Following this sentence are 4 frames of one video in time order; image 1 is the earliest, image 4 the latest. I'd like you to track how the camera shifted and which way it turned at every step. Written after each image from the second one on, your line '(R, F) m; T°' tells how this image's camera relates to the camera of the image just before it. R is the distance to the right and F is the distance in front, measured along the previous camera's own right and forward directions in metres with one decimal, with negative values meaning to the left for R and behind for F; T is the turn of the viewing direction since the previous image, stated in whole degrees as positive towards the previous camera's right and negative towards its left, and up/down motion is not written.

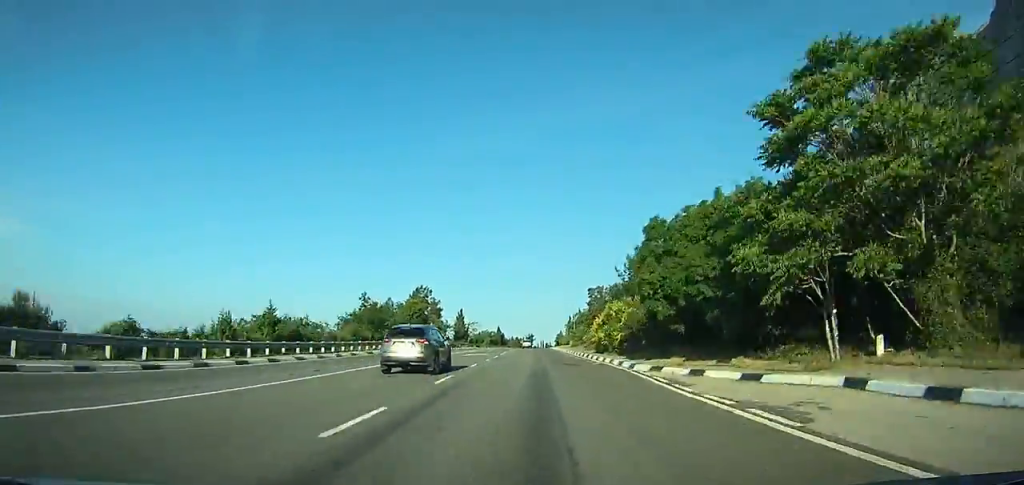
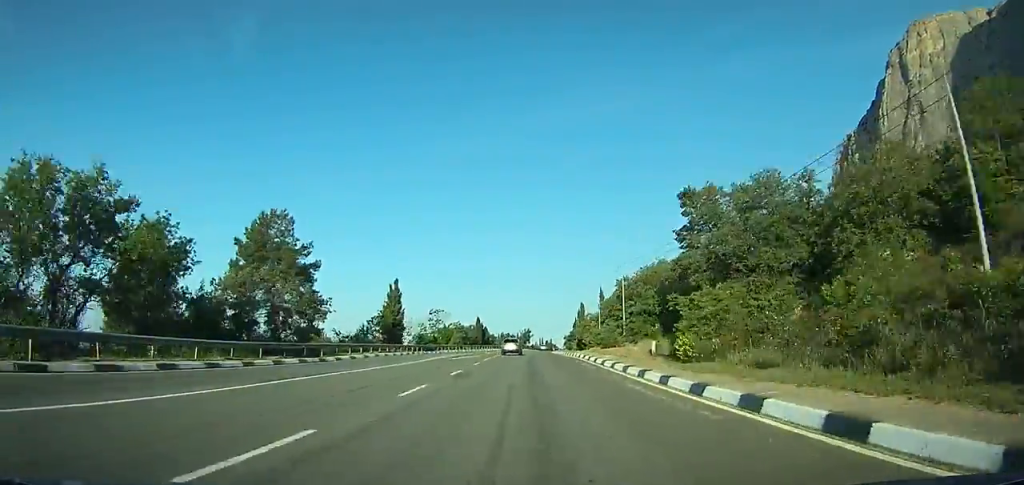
(-0.4, +64.3) m; 0°
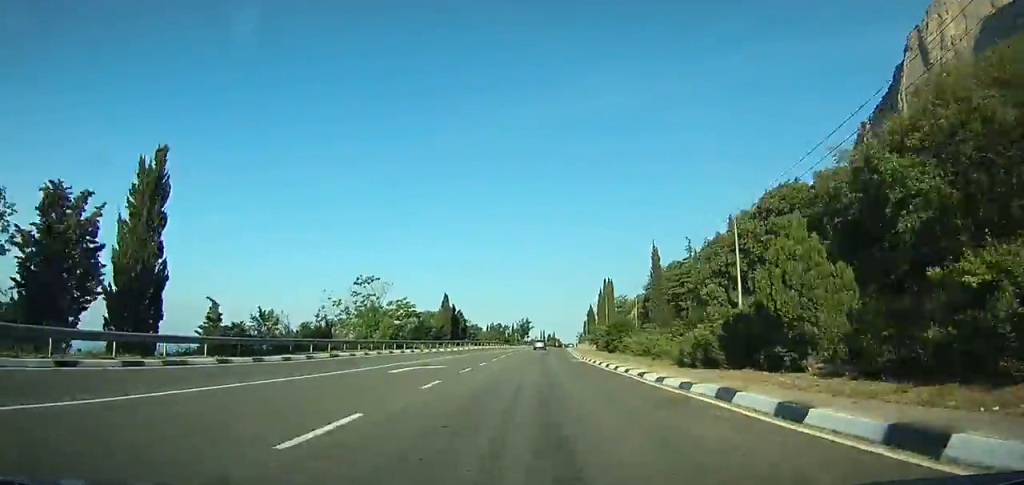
(-0.1, +50.3) m; 0°
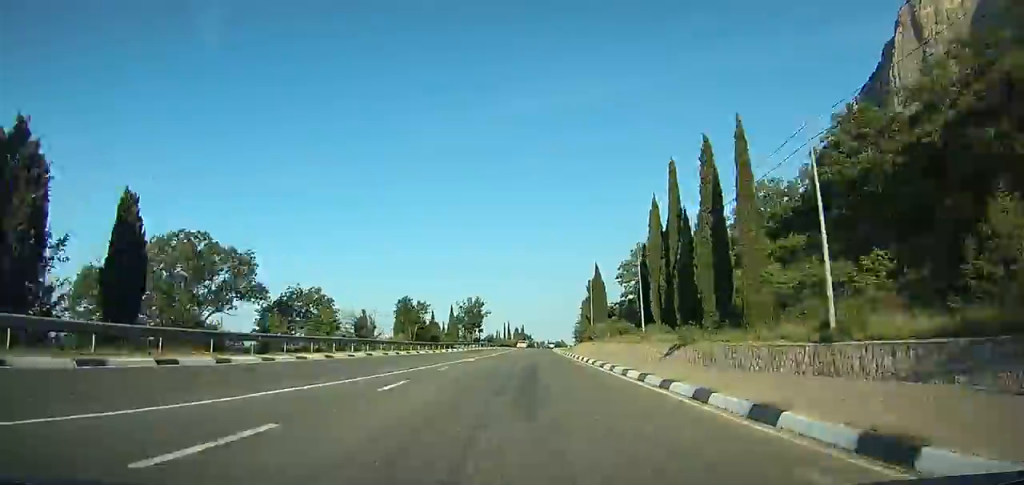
(+0.9, +70.5) m; +2°
